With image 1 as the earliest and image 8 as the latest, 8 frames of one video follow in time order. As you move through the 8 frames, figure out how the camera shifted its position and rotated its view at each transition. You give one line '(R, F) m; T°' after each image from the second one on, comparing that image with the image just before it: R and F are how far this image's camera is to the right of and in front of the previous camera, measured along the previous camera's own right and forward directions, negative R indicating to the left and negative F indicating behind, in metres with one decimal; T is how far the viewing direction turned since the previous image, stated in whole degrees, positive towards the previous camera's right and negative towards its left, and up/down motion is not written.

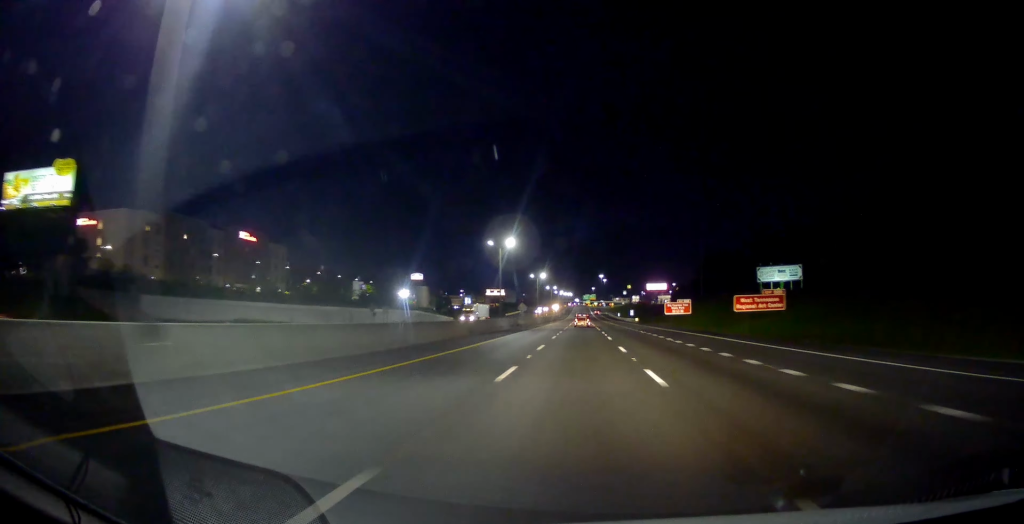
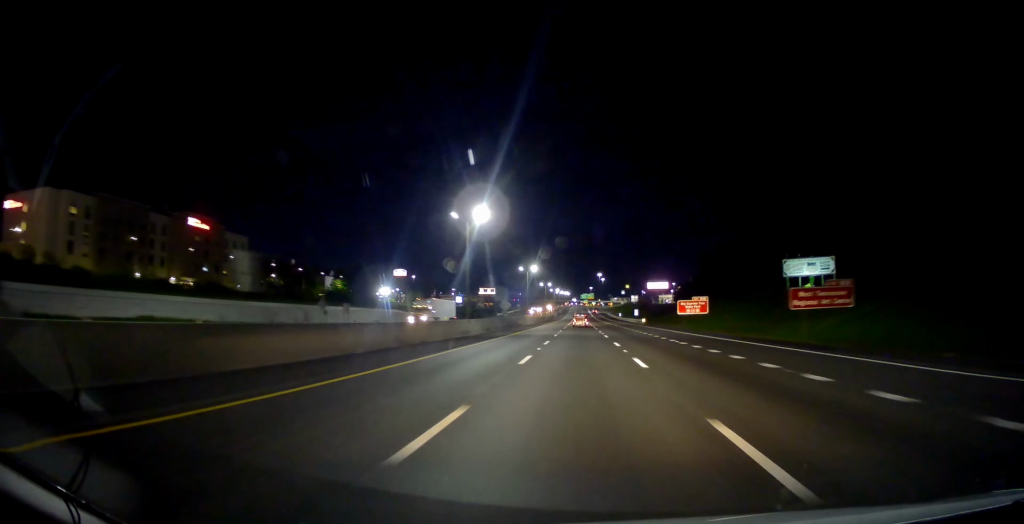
(+0.1, +20.0) m; 0°
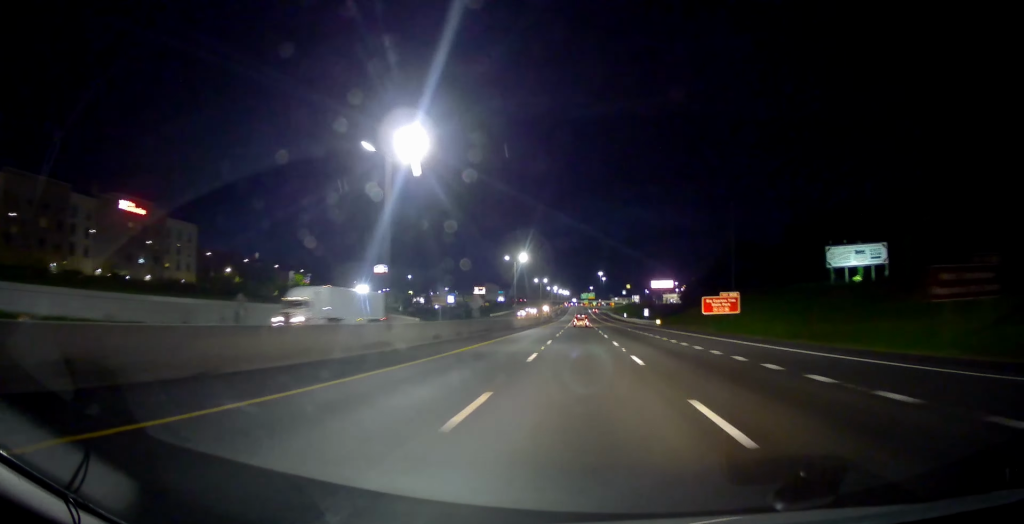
(-0.1, +22.1) m; 0°
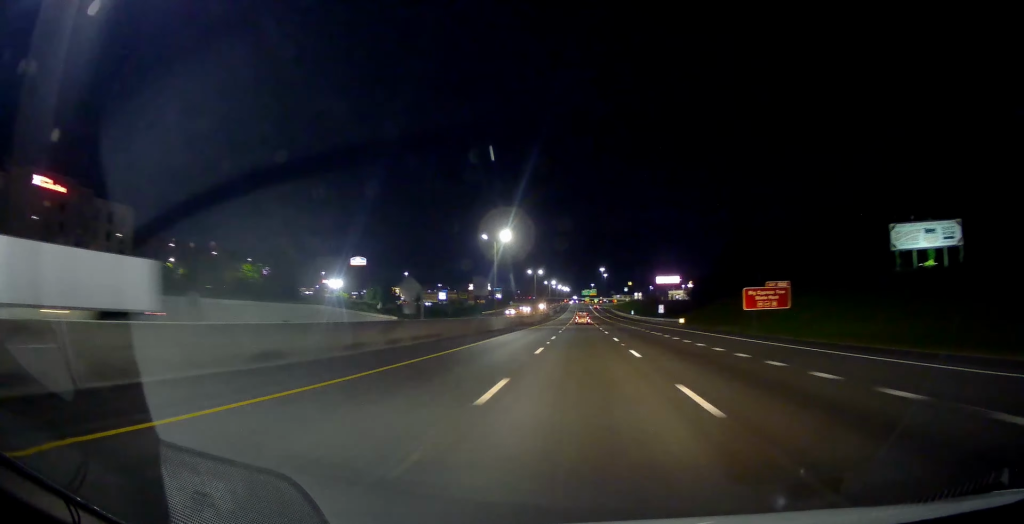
(0.0, +22.2) m; 0°
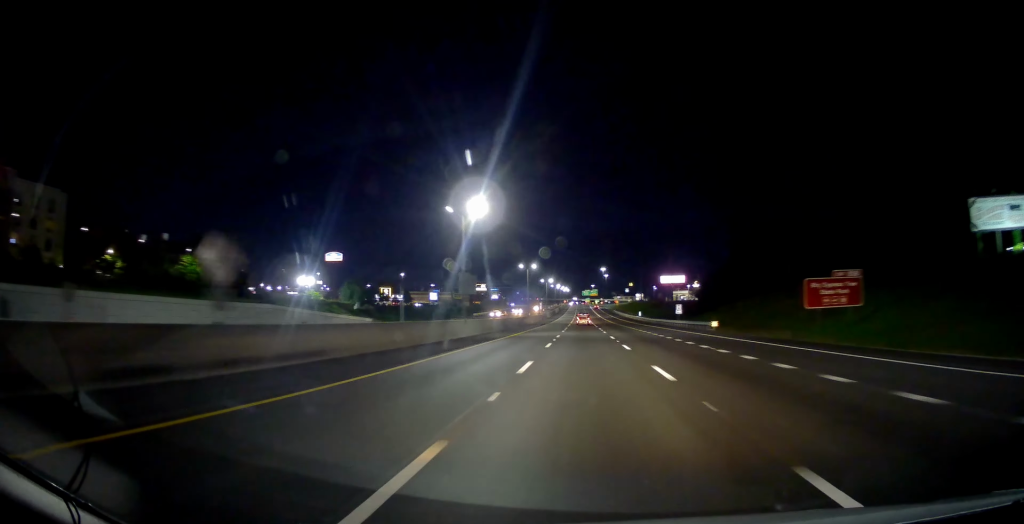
(+0.1, +19.1) m; 0°
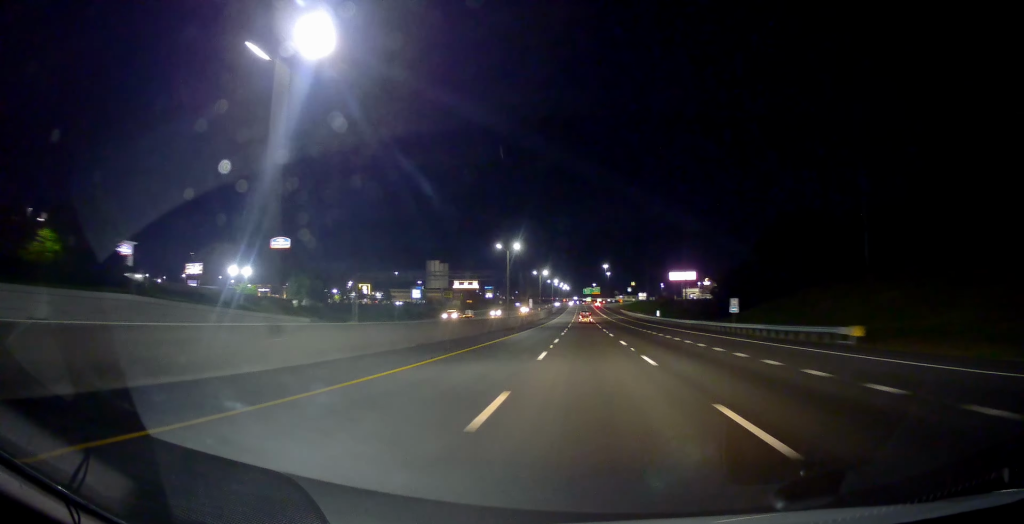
(-0.1, +31.9) m; +1°
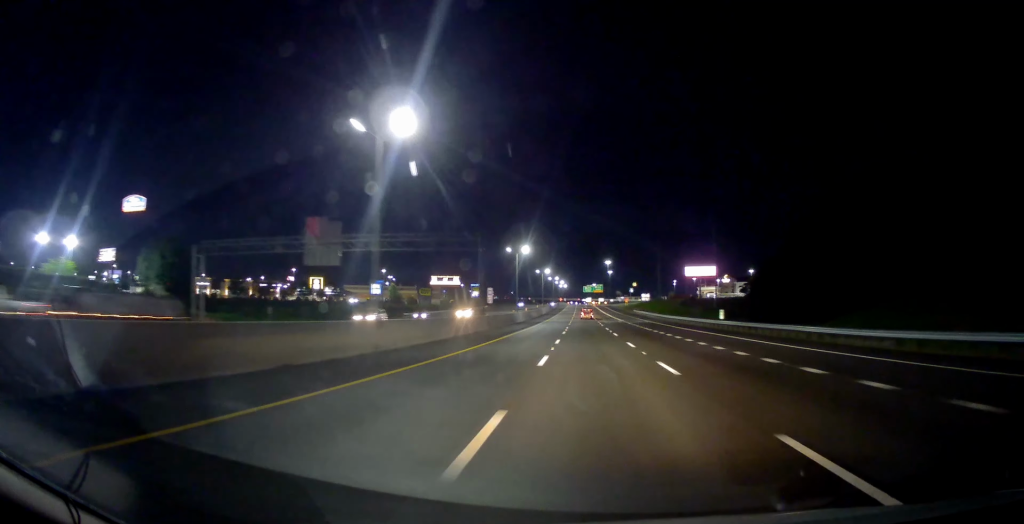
(+0.4, +52.2) m; 0°
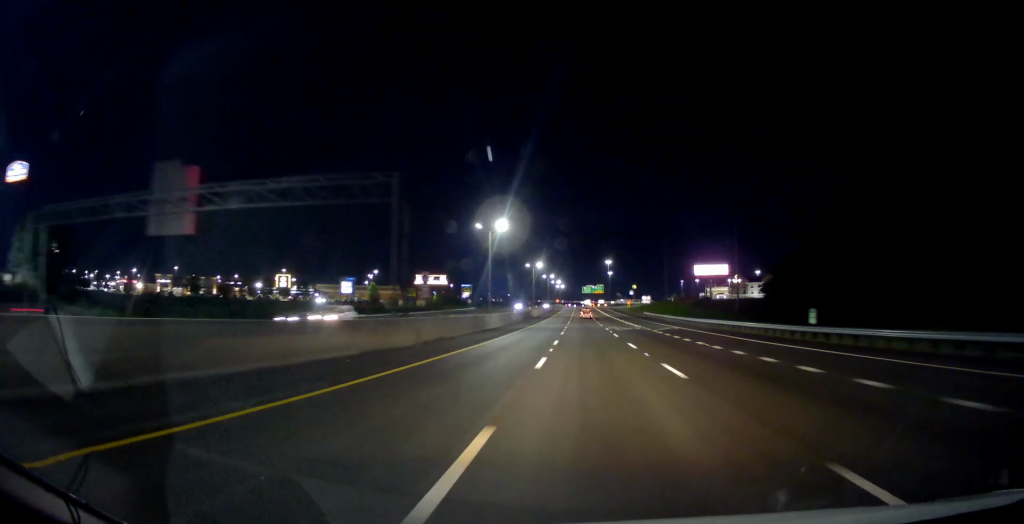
(-0.2, +25.7) m; 0°
